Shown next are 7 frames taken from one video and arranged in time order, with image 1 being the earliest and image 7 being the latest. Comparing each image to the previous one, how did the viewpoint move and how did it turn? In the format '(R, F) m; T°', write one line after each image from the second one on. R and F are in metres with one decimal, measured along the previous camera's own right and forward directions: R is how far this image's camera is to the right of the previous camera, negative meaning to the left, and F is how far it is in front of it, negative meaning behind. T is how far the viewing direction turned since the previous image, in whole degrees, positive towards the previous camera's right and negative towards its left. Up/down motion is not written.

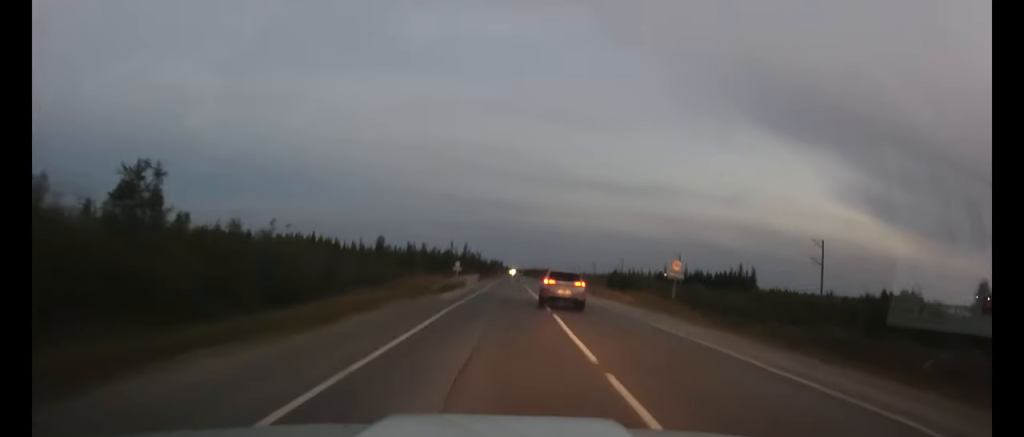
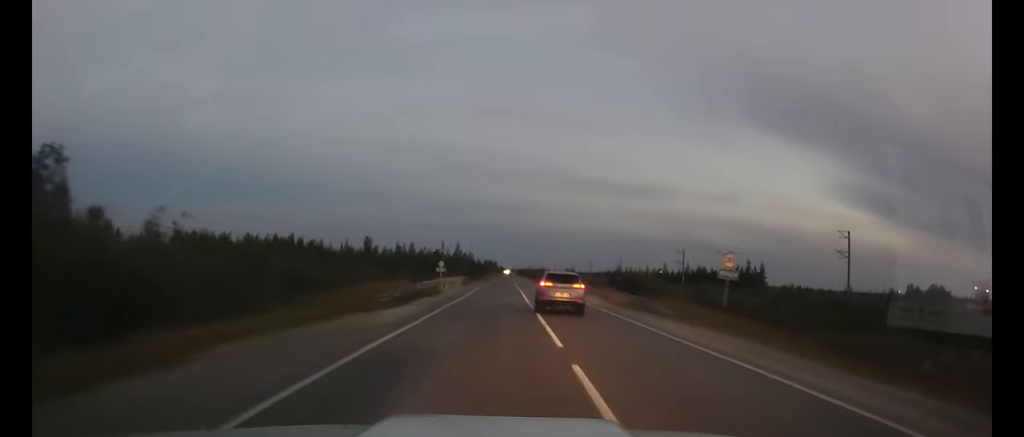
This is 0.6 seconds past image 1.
(0.0, +10.2) m; +1°
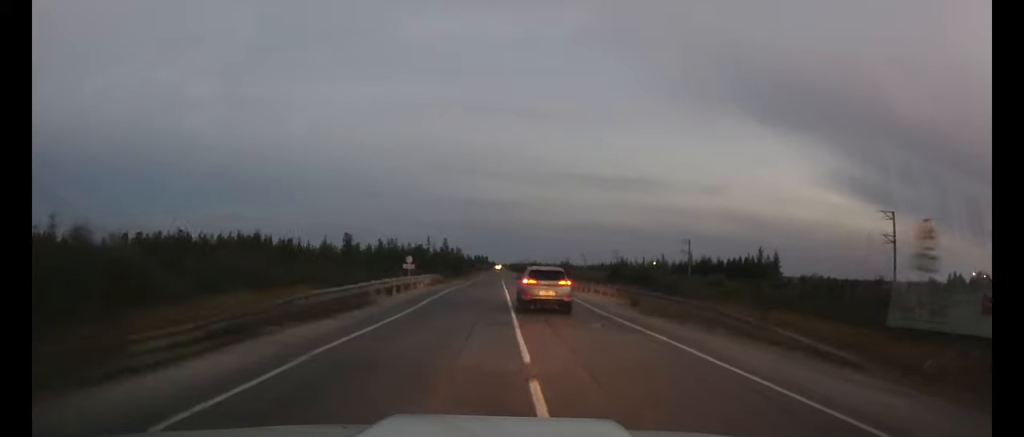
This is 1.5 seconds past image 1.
(+0.1, +14.4) m; +1°
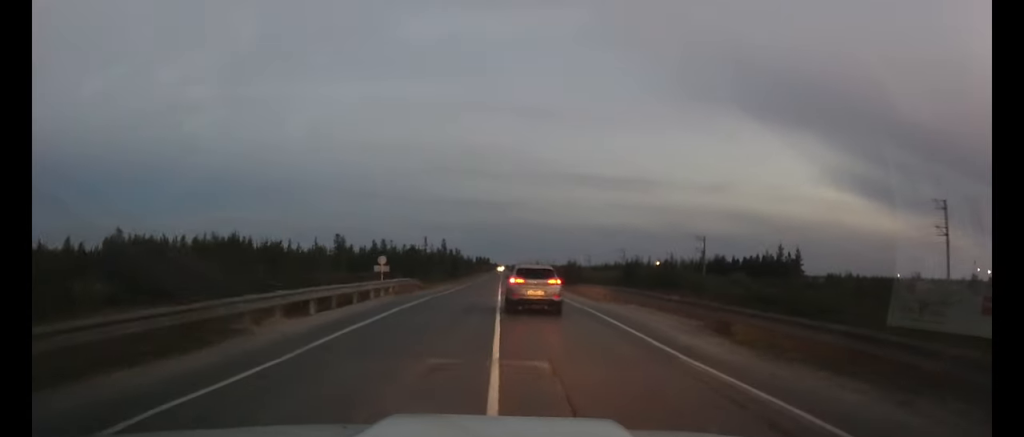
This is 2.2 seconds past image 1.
(+0.1, +11.3) m; 0°
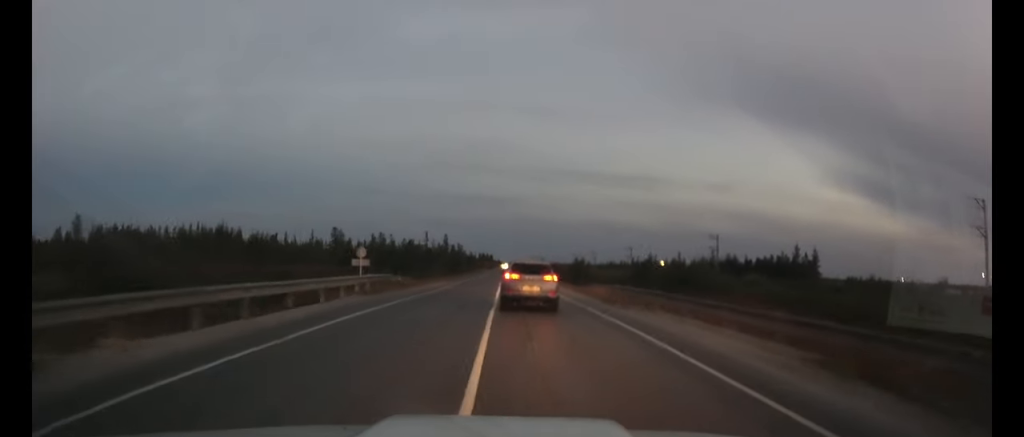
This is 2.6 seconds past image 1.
(0.0, +6.8) m; 0°
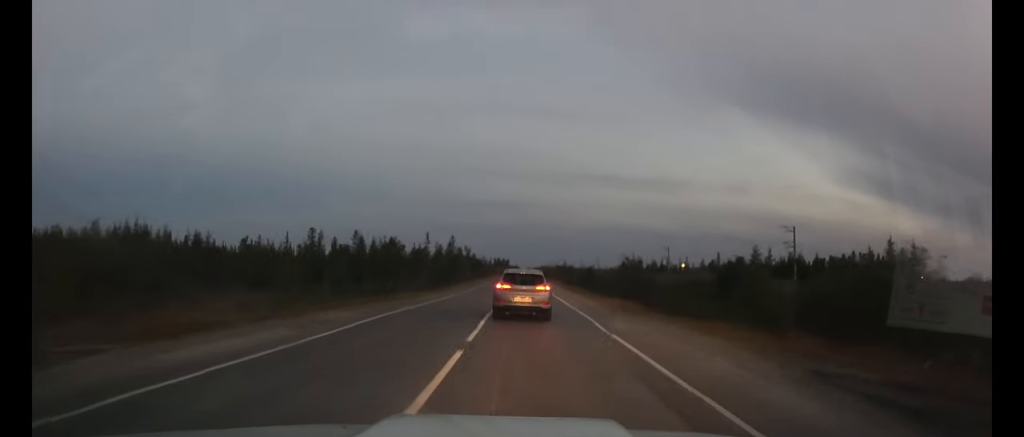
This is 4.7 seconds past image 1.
(-0.3, +32.2) m; -1°
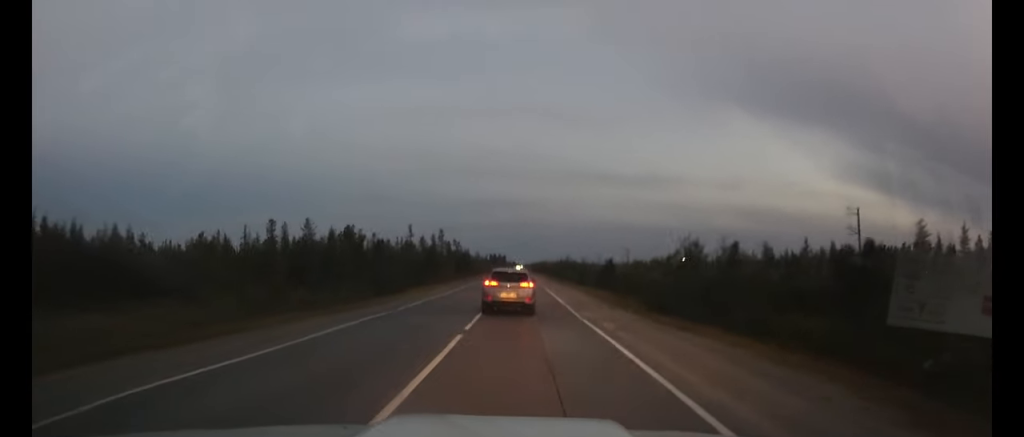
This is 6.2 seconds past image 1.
(-0.2, +22.1) m; -1°
